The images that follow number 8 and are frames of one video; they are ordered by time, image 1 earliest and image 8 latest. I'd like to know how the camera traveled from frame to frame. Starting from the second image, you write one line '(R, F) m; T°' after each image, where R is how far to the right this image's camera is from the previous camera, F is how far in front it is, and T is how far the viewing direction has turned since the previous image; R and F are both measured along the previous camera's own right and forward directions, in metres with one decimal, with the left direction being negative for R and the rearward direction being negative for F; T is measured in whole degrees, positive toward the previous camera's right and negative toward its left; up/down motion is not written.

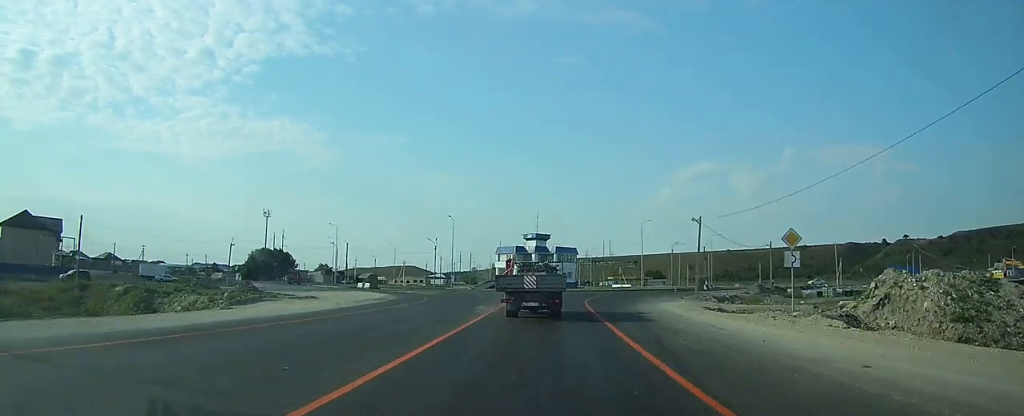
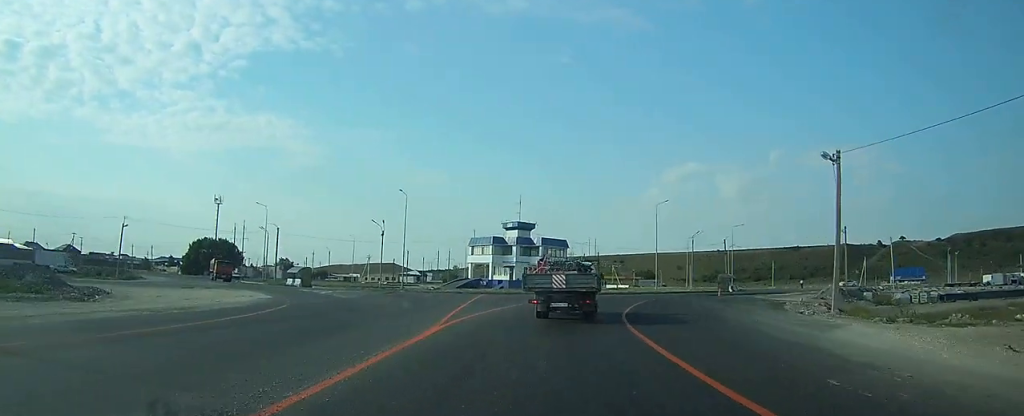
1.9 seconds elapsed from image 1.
(0.0, +25.2) m; 0°
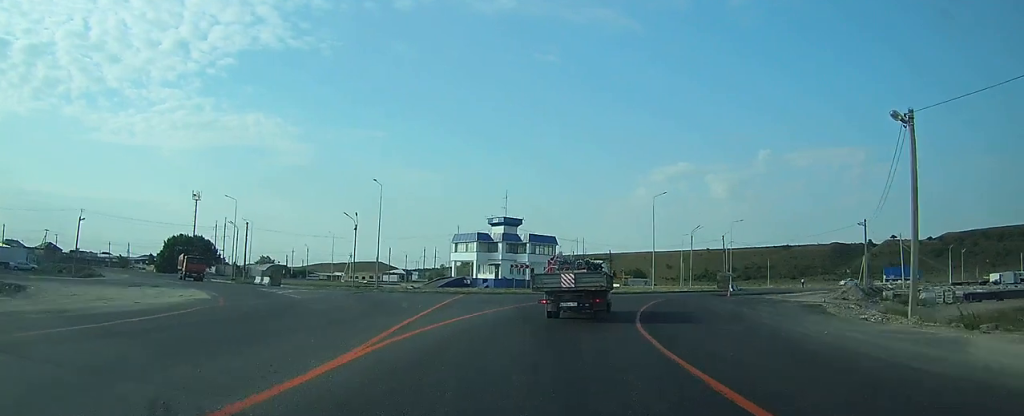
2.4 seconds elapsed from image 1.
(0.0, +6.2) m; +1°
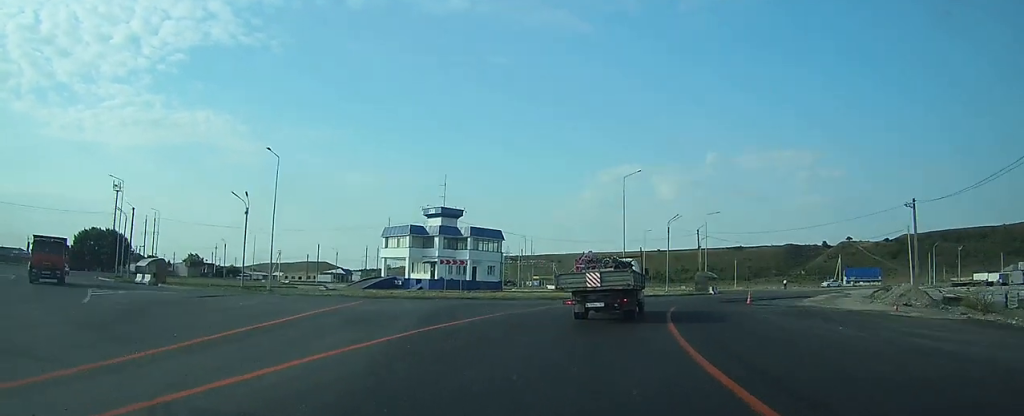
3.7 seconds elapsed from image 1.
(+0.3, +15.3) m; +5°
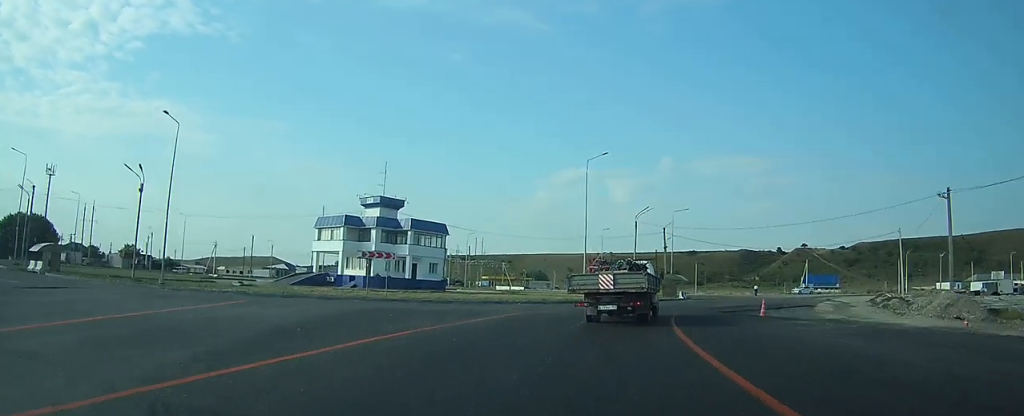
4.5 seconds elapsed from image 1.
(+0.5, +9.1) m; +3°
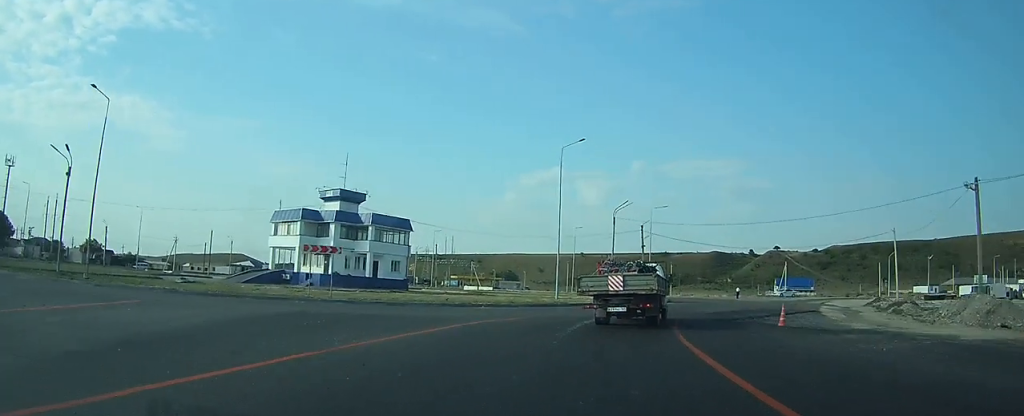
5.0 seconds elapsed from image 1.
(+0.1, +5.2) m; +2°
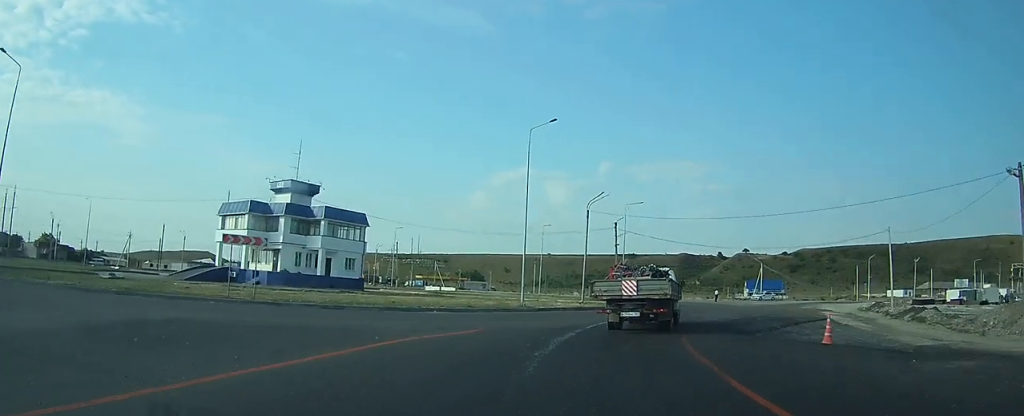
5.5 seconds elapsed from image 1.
(-0.1, +5.8) m; +2°
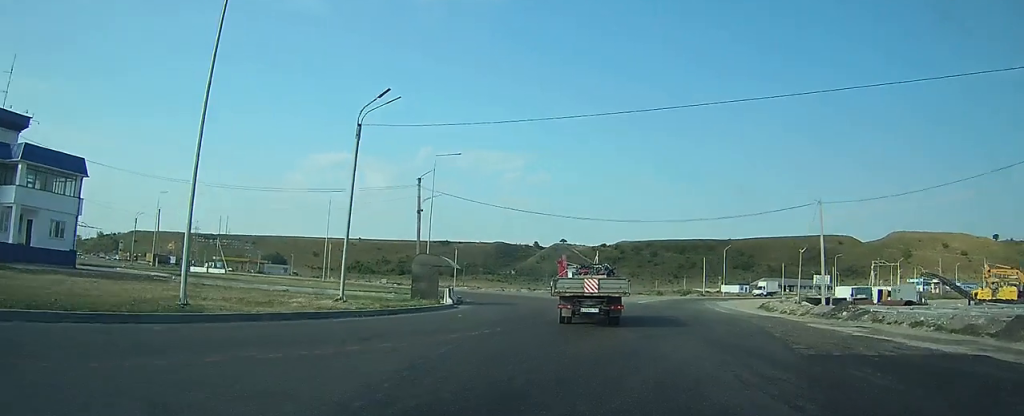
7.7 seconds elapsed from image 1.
(+2.7, +22.6) m; +15°
